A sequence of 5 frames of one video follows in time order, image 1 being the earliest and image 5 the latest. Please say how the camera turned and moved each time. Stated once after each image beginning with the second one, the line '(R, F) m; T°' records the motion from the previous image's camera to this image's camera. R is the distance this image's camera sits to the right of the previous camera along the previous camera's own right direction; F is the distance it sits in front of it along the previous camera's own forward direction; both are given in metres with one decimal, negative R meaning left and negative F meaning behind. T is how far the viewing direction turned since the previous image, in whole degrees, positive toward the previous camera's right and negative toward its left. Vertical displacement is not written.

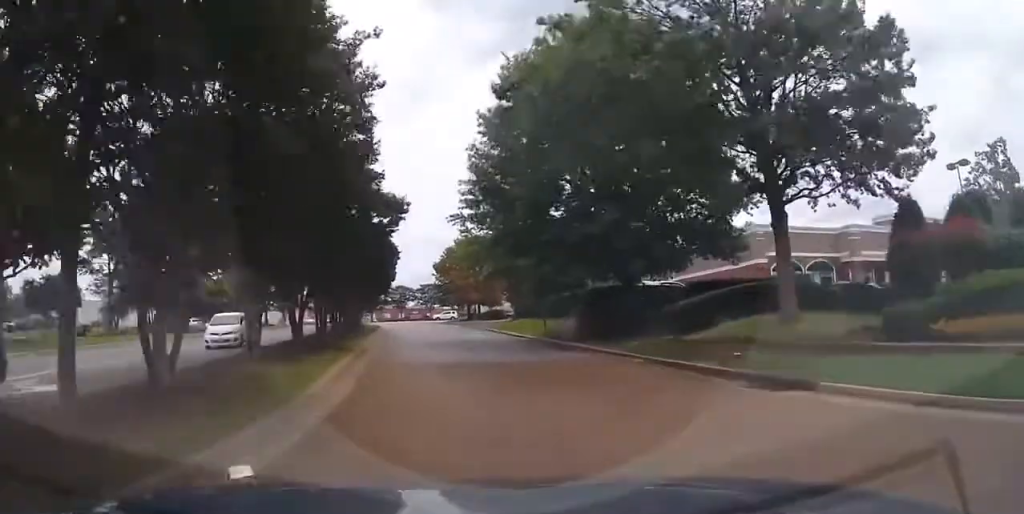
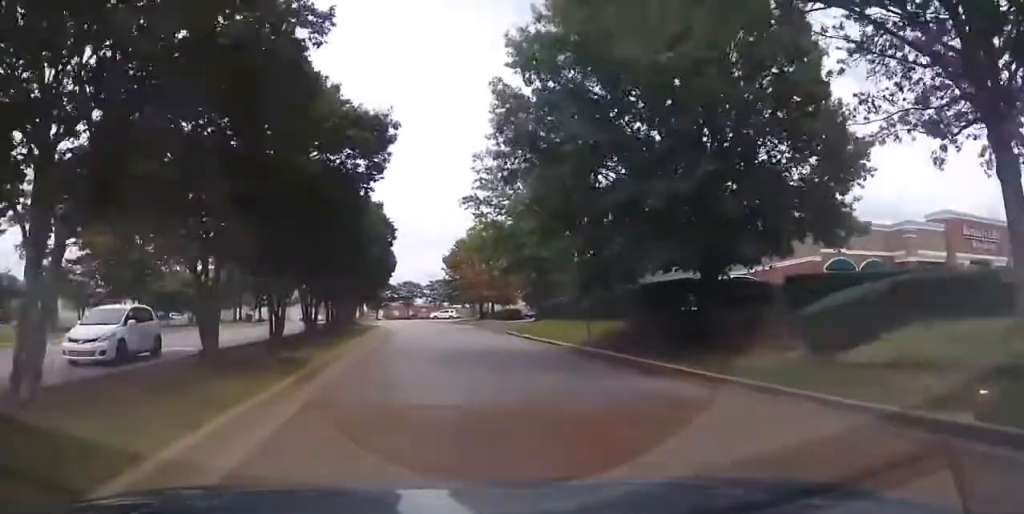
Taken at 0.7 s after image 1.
(-0.1, +7.7) m; 0°
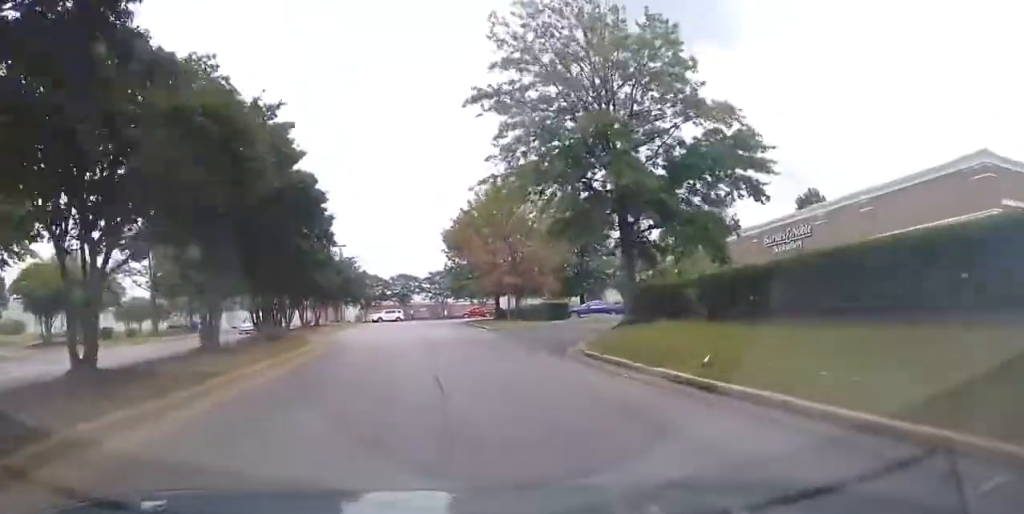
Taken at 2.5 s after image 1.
(-0.1, +22.1) m; 0°
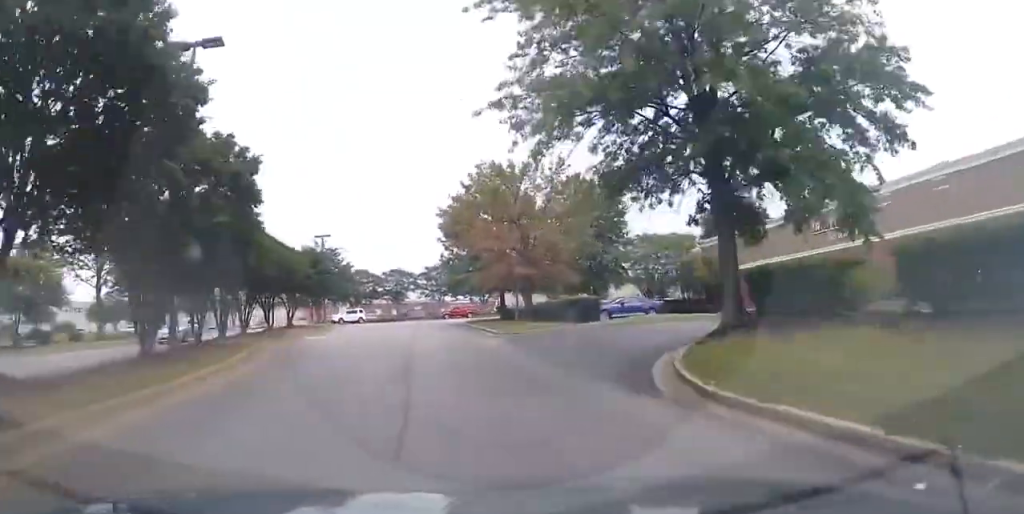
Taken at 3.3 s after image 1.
(0.0, +8.5) m; 0°
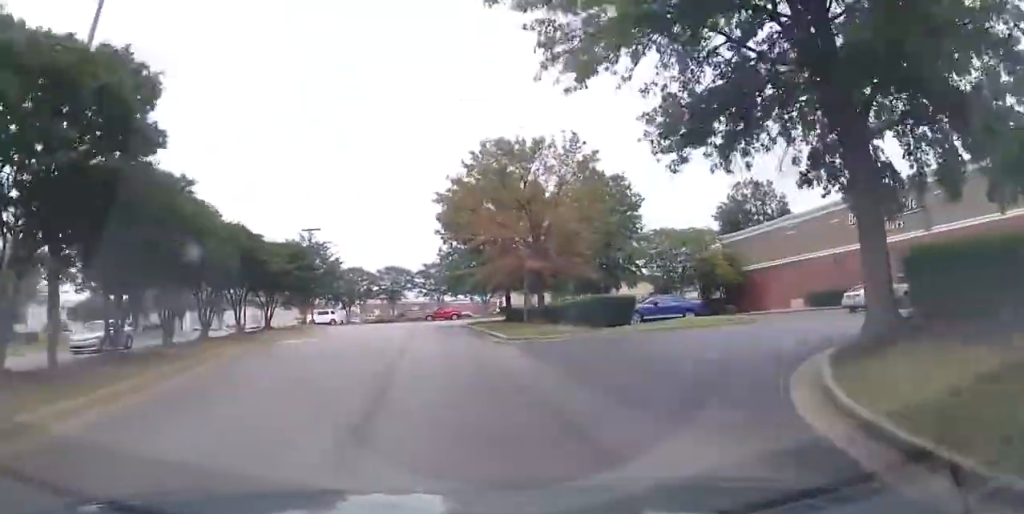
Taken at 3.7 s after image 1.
(0.0, +5.3) m; 0°
